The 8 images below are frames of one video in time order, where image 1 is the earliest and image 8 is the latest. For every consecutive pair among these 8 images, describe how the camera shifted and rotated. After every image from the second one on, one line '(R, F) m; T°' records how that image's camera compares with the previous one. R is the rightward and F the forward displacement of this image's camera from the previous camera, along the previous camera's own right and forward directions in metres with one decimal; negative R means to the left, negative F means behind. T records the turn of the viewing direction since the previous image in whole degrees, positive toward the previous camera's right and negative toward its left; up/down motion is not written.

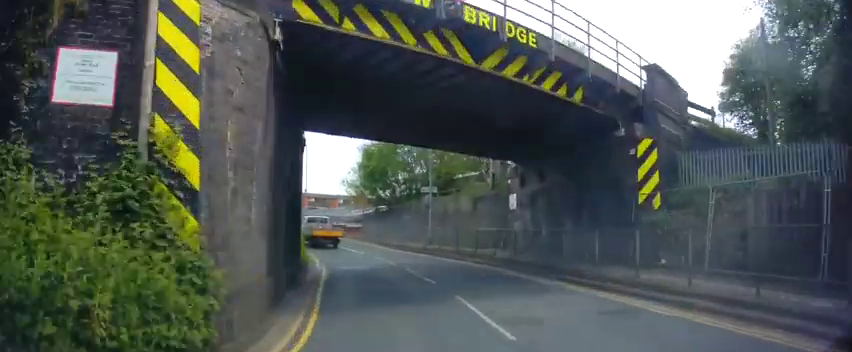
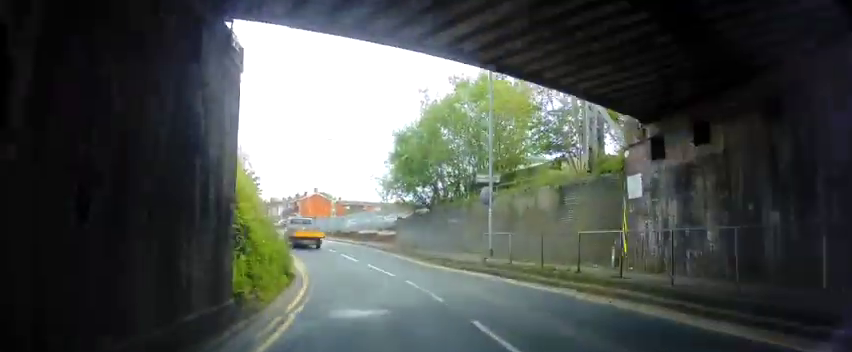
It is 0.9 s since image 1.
(+0.2, +9.2) m; -1°
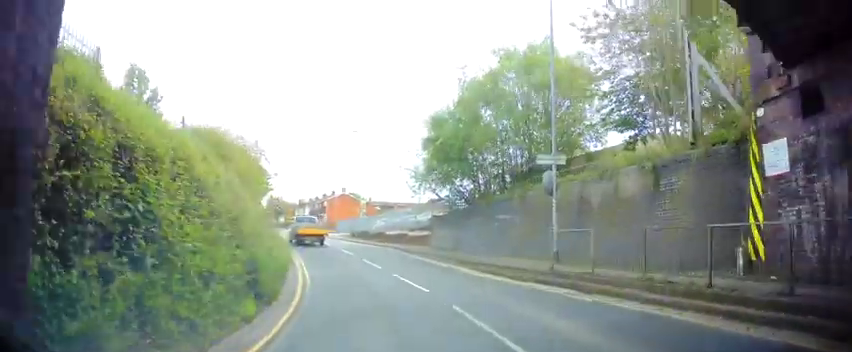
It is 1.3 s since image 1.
(+0.1, +4.8) m; -3°
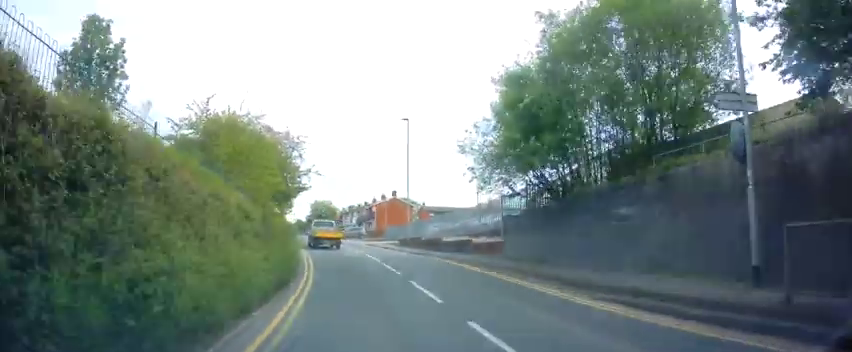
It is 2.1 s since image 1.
(-0.4, +7.4) m; -6°
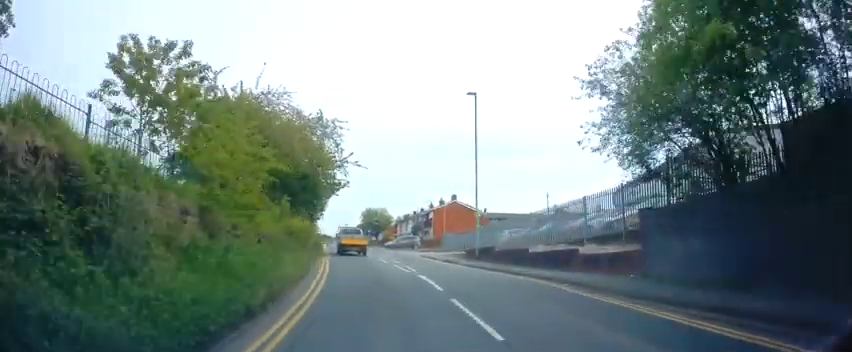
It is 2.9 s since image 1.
(-0.6, +8.8) m; -7°
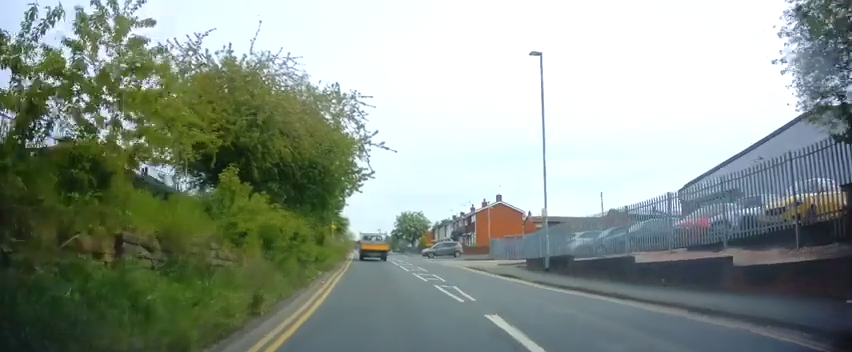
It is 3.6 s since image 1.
(-0.2, +7.3) m; -5°
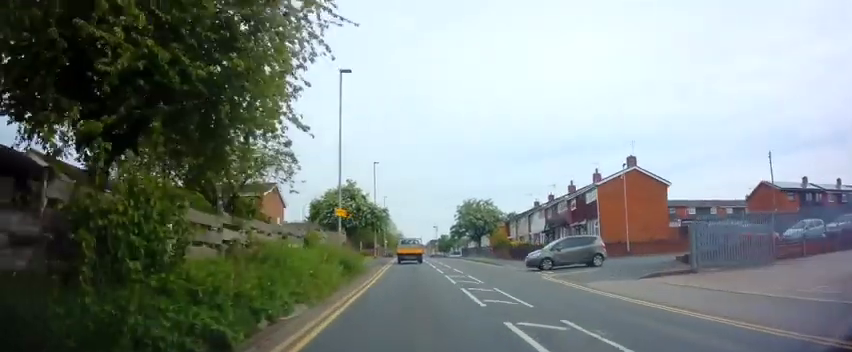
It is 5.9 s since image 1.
(-2.9, +24.7) m; -10°
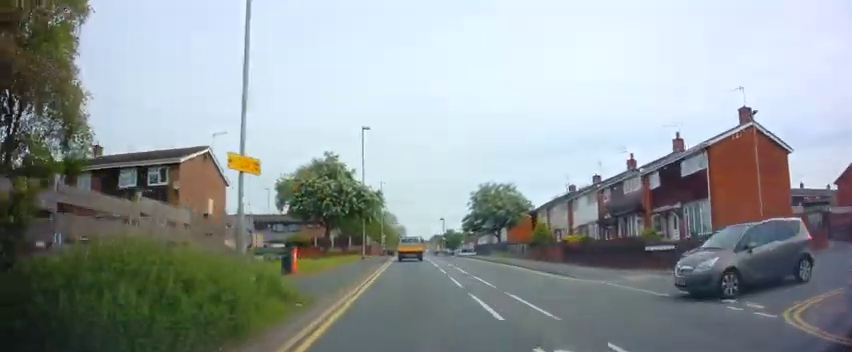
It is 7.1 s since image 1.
(-0.2, +14.1) m; -1°
